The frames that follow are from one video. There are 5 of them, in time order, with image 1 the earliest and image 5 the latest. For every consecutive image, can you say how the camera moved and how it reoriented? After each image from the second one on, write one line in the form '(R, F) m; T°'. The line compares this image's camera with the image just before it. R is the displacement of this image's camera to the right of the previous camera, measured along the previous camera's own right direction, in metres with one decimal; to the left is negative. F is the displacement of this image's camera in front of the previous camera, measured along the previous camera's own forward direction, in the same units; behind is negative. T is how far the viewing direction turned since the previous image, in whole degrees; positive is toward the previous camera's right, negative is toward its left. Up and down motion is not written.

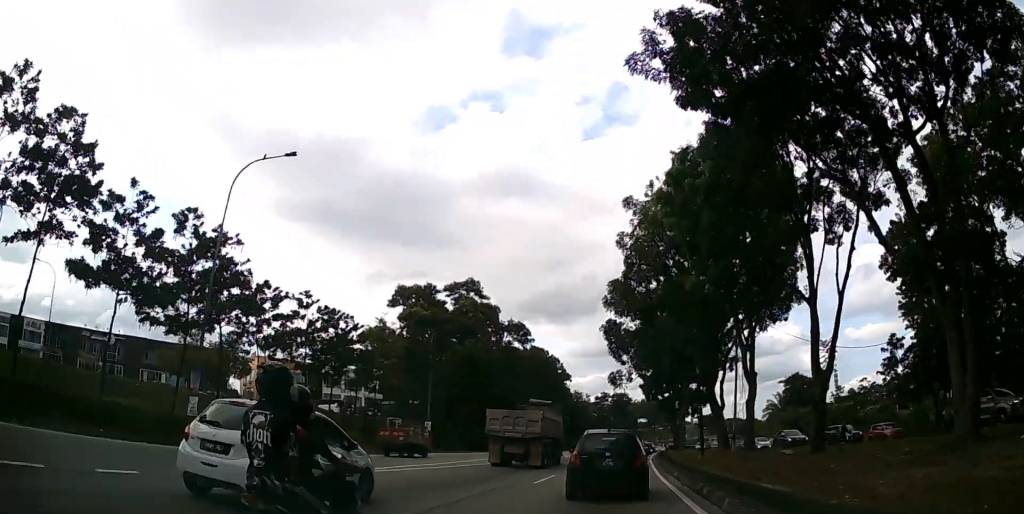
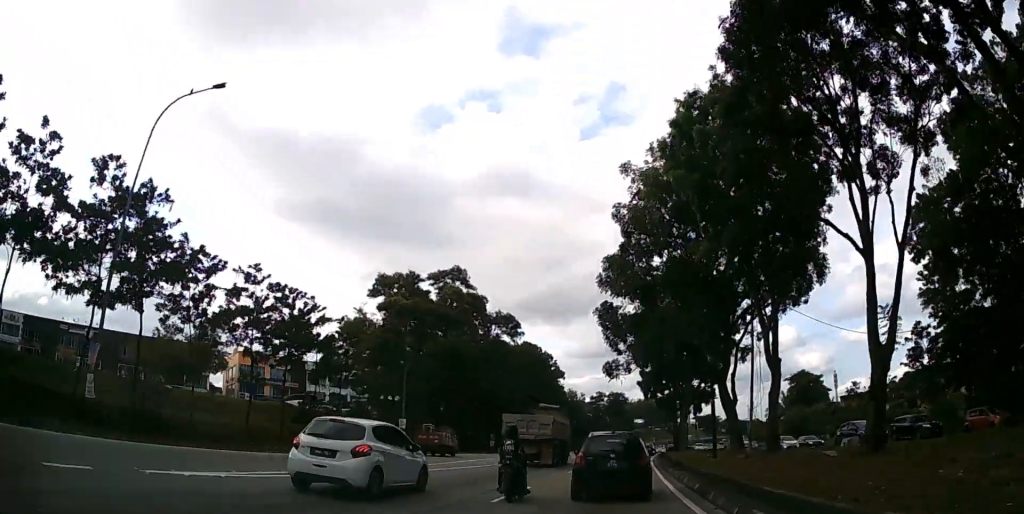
(0.0, +5.3) m; 0°
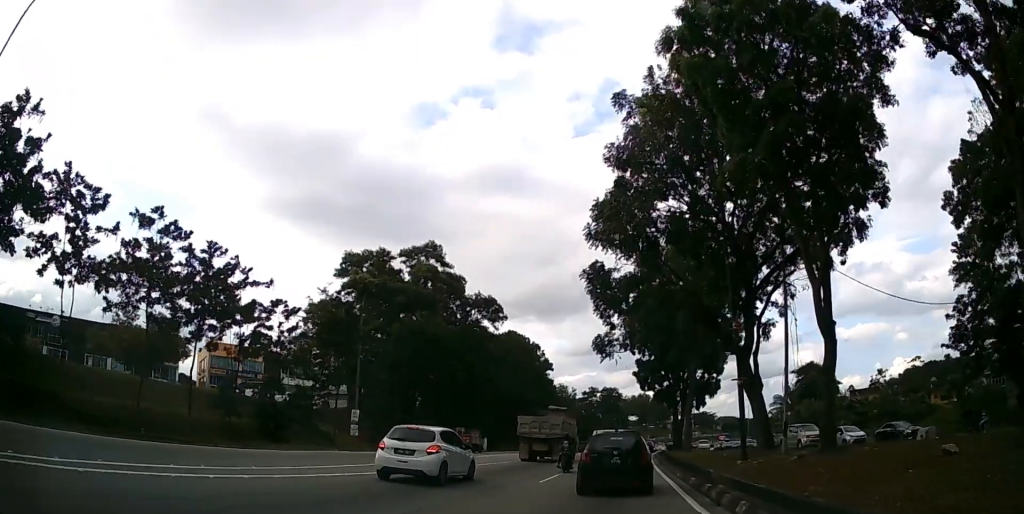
(0.0, +7.8) m; 0°
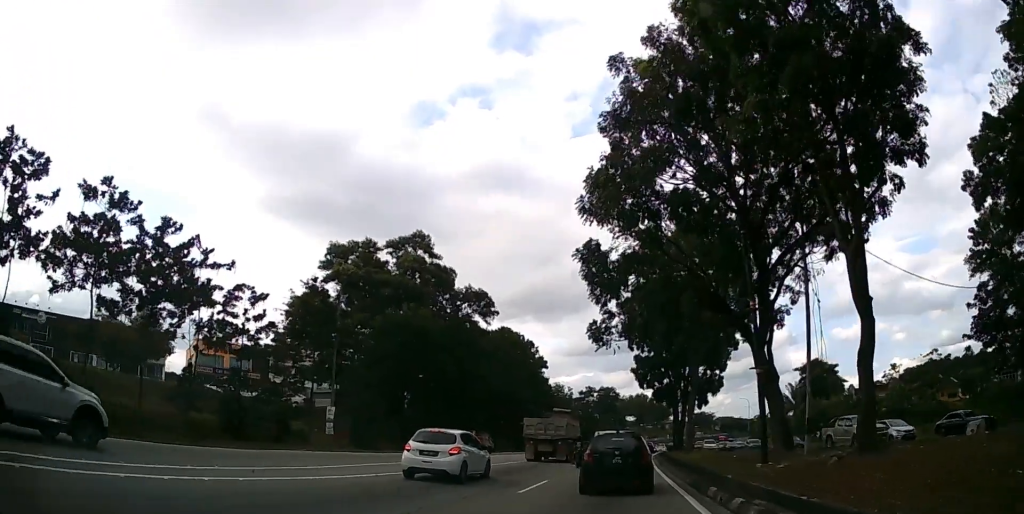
(0.0, +3.3) m; 0°
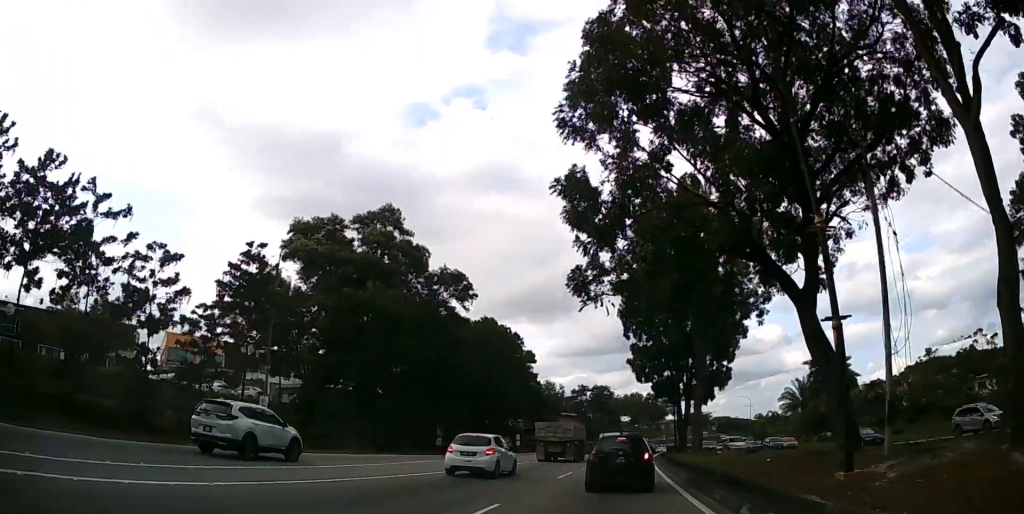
(+0.1, +7.1) m; +1°
